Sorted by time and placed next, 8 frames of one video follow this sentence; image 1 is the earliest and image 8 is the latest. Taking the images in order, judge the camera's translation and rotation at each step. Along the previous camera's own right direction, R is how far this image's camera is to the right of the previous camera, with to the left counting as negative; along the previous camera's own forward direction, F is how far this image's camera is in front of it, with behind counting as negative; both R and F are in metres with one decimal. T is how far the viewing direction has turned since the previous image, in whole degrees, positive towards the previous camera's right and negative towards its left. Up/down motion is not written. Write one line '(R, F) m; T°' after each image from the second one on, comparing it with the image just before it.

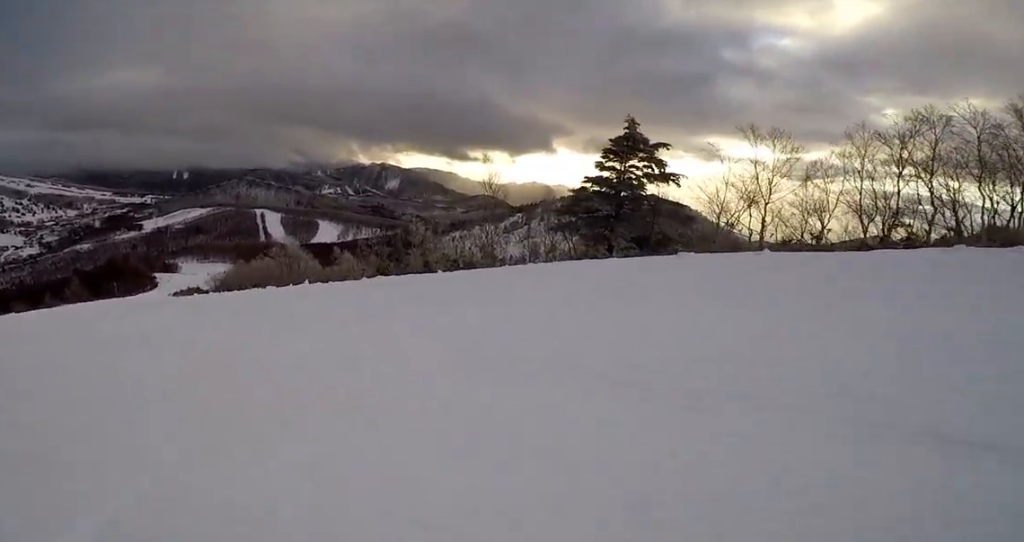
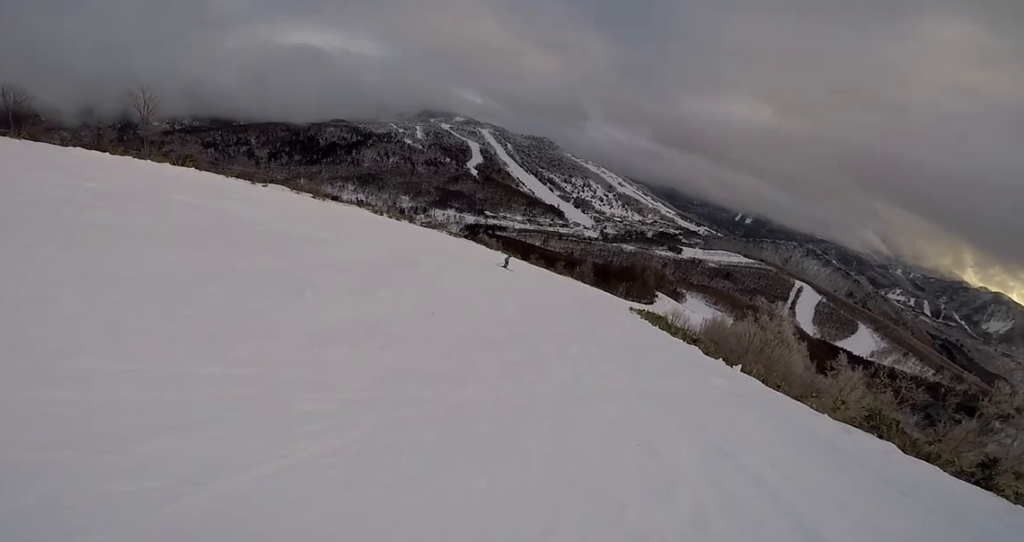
(-3.5, +4.9) m; -61°
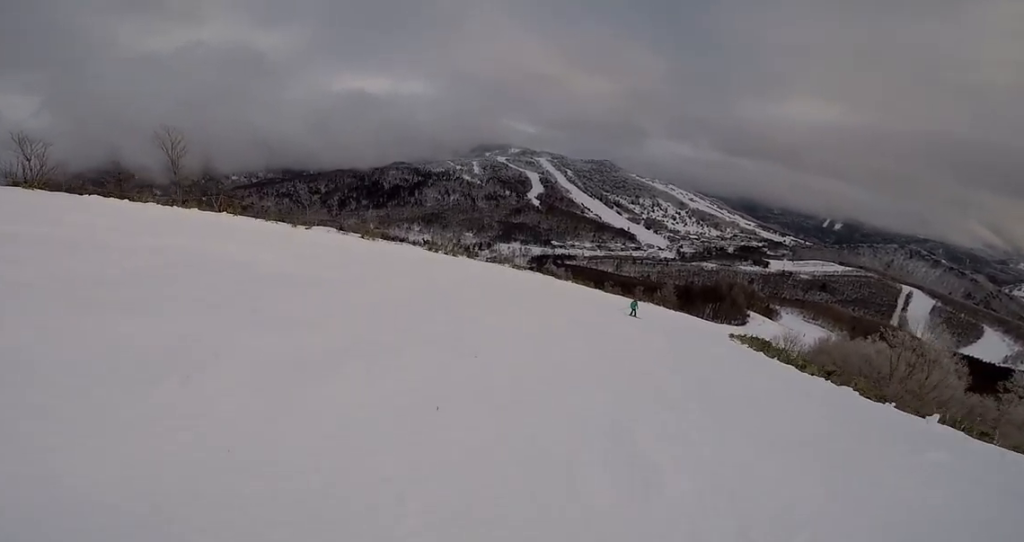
(+0.2, +3.4) m; +3°
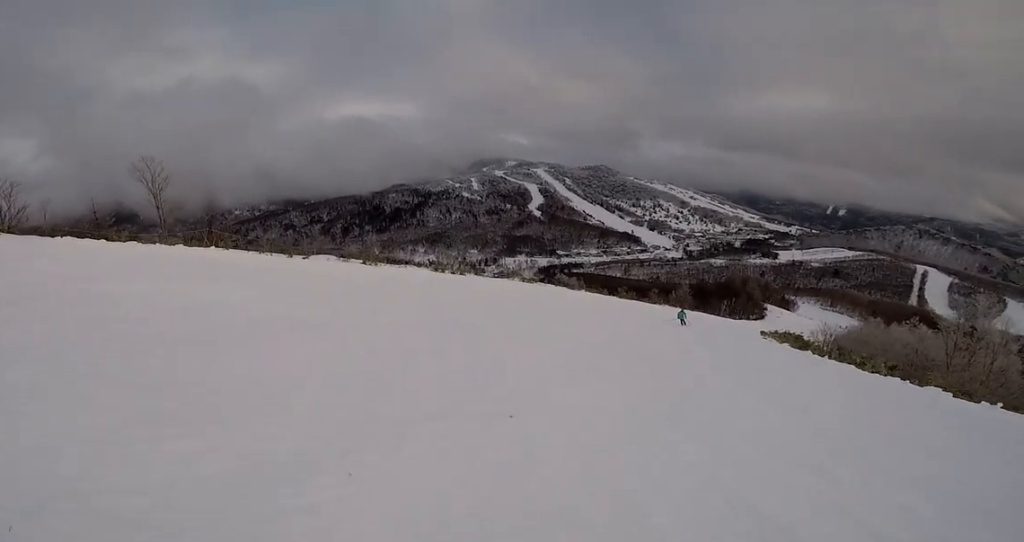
(+0.4, +1.8) m; +6°
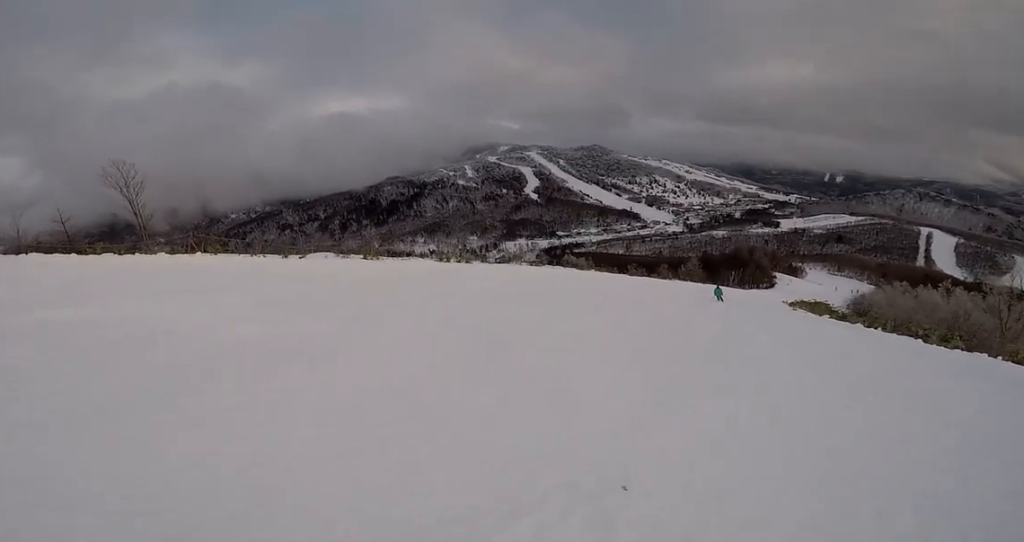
(-0.2, +2.0) m; +7°
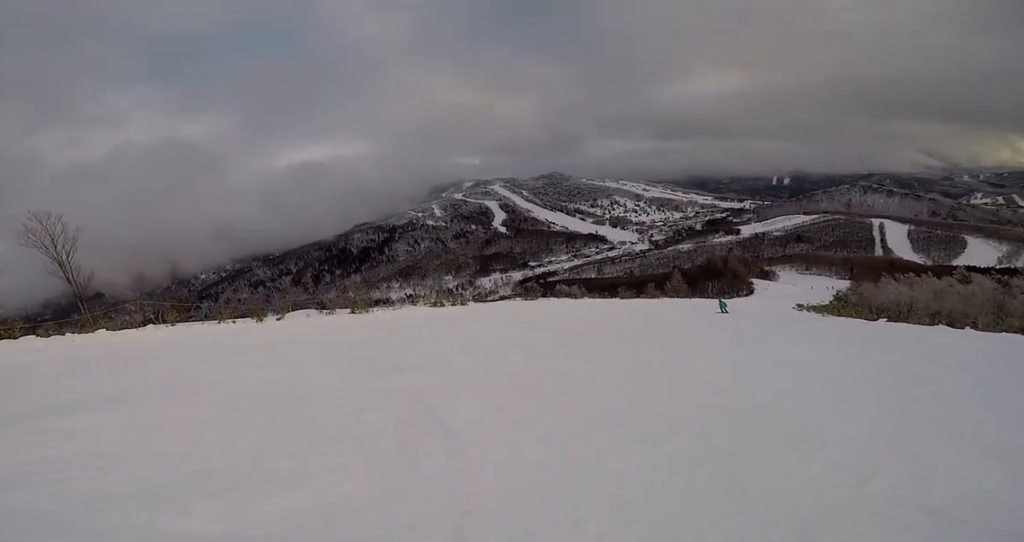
(+0.2, +3.9) m; +20°
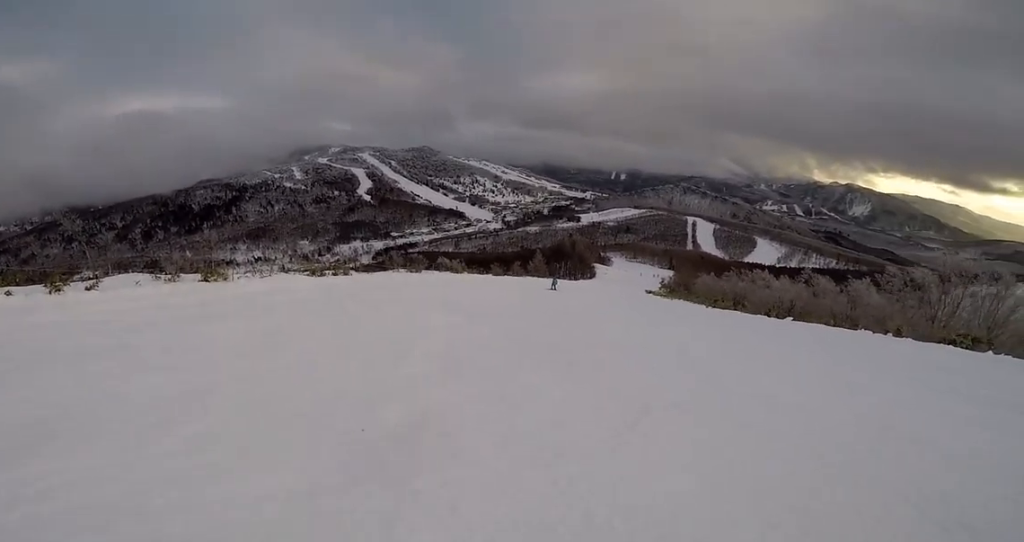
(+1.7, +4.9) m; +31°
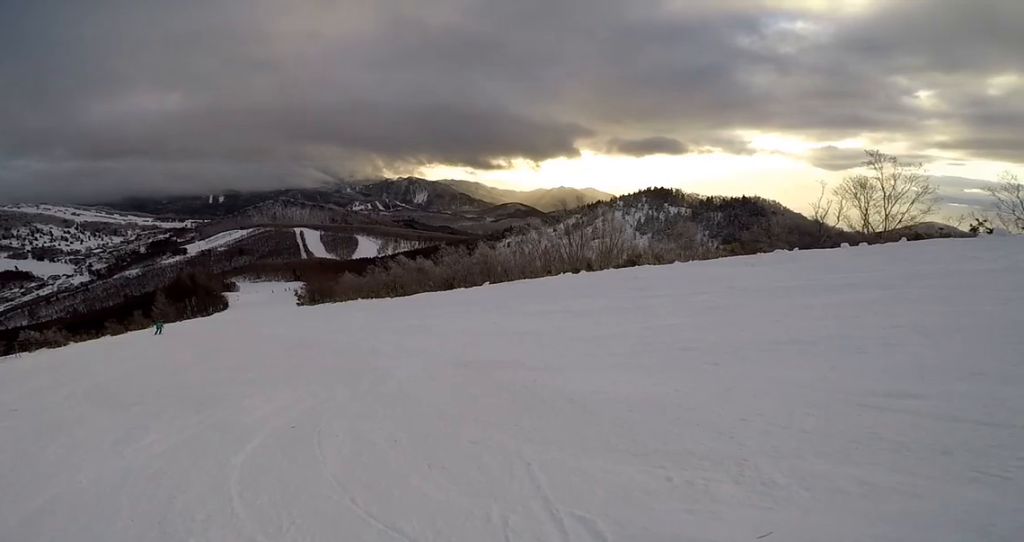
(+1.2, +5.3) m; +22°
